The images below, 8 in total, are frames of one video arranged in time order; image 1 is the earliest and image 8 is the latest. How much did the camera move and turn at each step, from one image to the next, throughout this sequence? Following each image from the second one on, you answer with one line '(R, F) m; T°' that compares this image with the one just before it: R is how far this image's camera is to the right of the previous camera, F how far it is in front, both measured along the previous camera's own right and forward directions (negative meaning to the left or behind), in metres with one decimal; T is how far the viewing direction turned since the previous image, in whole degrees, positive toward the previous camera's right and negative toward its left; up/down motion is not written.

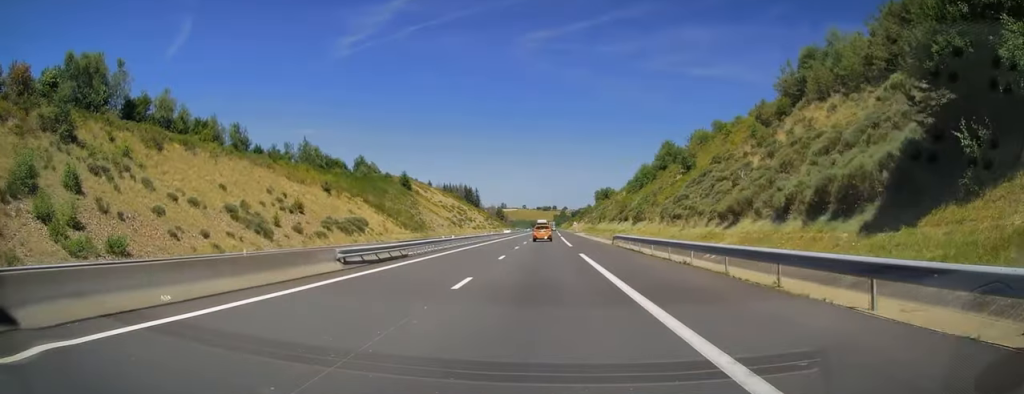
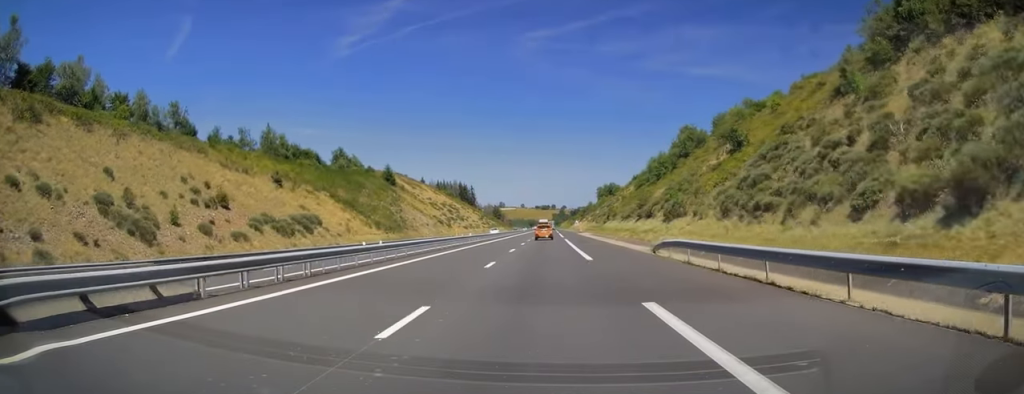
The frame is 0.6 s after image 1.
(0.0, +19.3) m; 0°
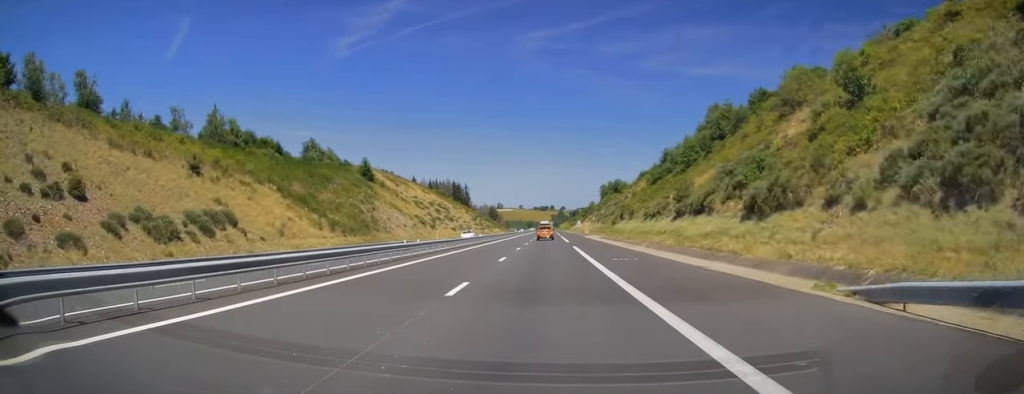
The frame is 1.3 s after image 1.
(0.0, +21.5) m; 0°
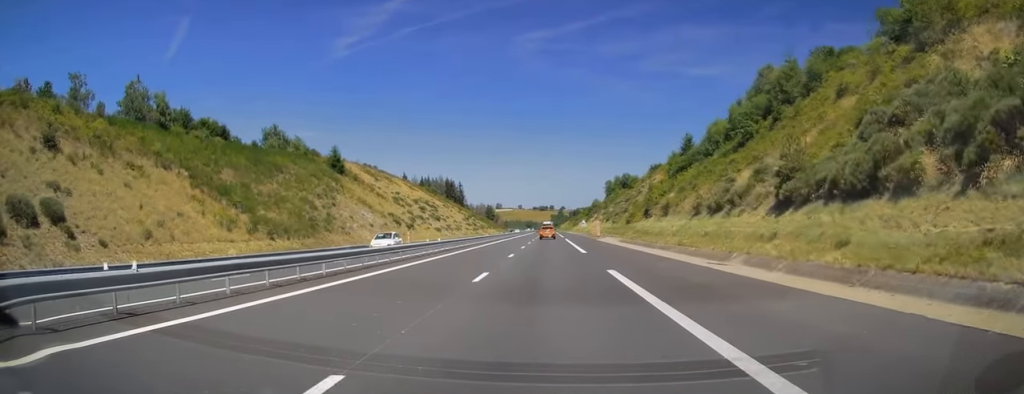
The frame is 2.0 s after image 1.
(0.0, +23.0) m; +1°
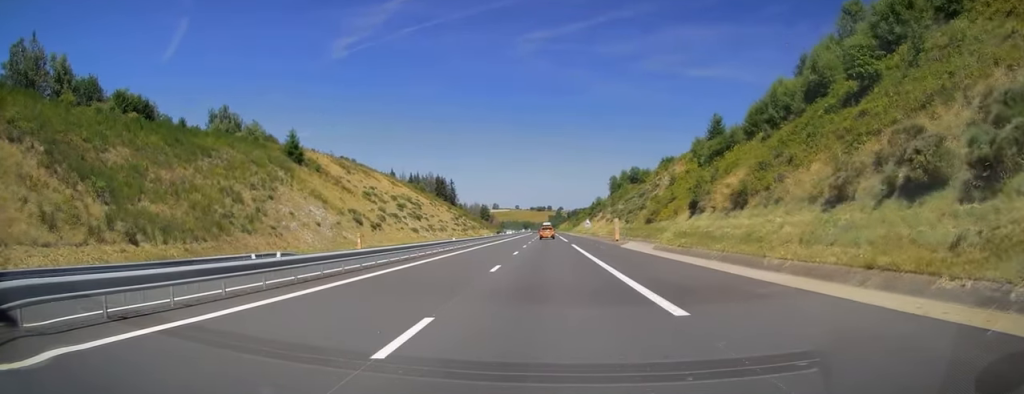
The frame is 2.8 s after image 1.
(+0.1, +22.5) m; +1°
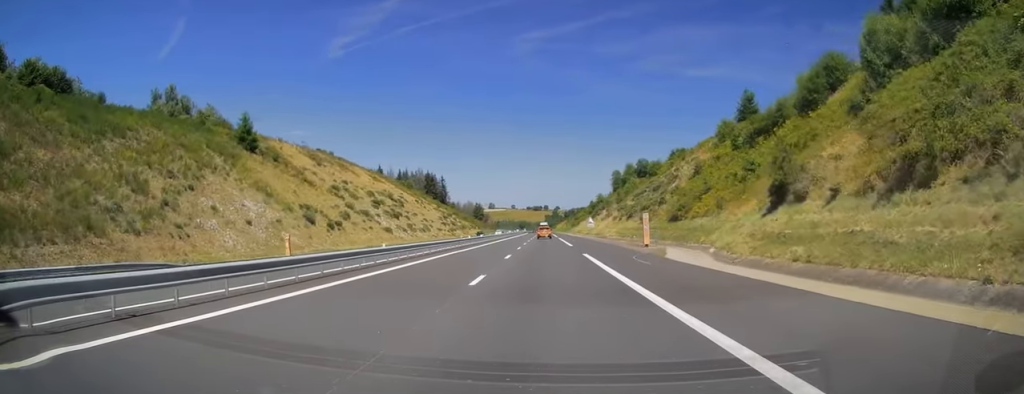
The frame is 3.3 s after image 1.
(+0.2, +17.8) m; +1°
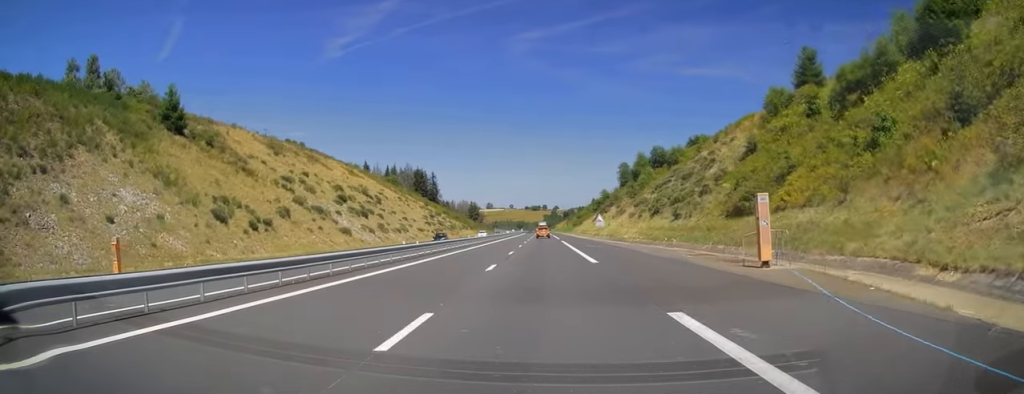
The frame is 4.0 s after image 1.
(+0.1, +21.0) m; 0°
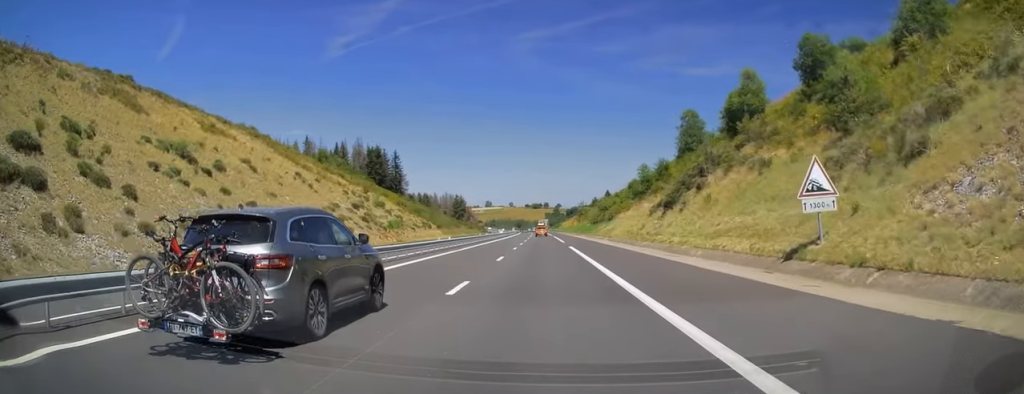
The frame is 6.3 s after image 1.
(0.0, +73.3) m; +1°
